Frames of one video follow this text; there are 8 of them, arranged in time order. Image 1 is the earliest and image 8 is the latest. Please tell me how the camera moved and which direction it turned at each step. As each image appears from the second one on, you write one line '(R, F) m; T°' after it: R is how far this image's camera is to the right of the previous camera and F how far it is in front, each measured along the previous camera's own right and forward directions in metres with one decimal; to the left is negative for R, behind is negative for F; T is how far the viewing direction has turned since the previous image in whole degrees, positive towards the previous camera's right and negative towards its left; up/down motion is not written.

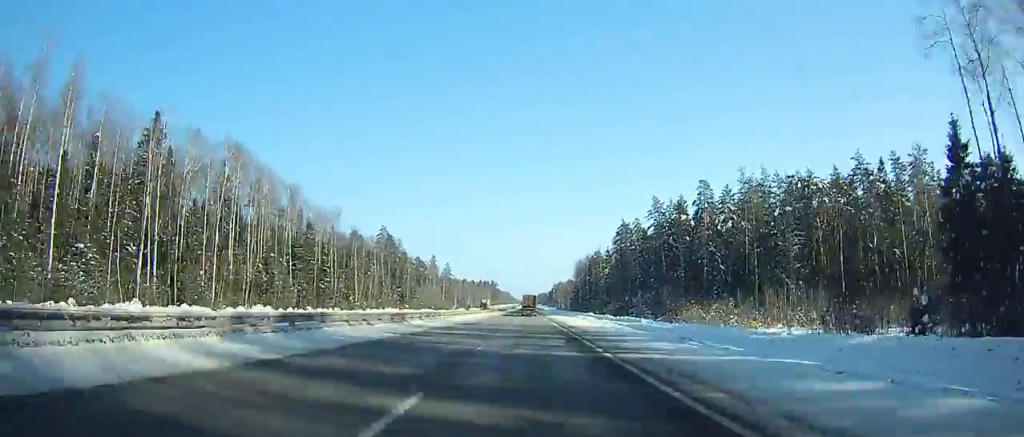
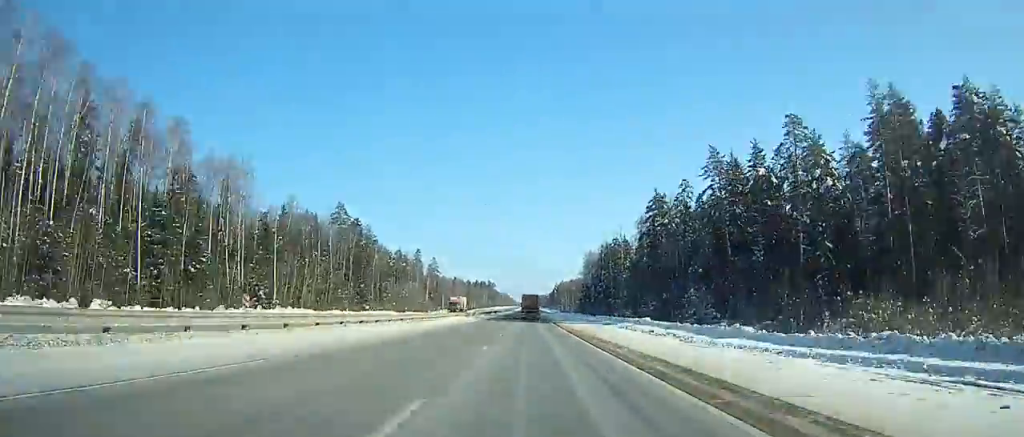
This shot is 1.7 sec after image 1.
(0.0, +48.5) m; -1°
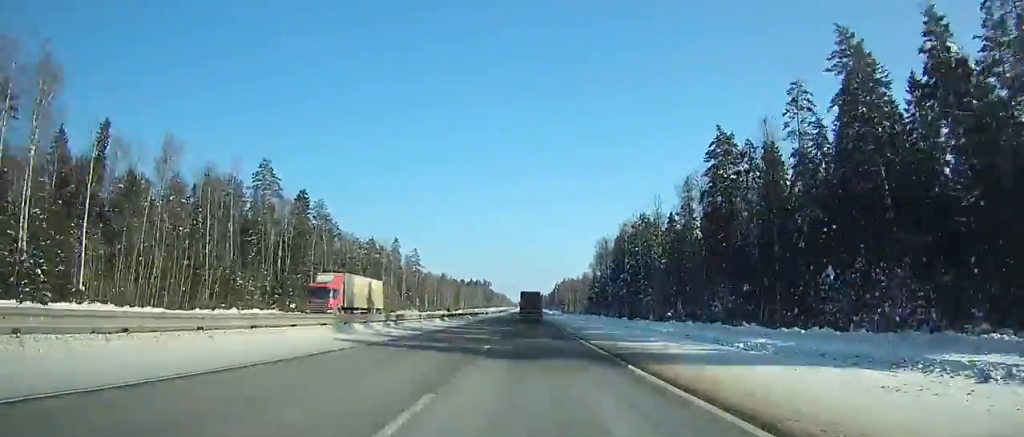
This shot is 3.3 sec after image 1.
(-0.6, +50.0) m; -1°
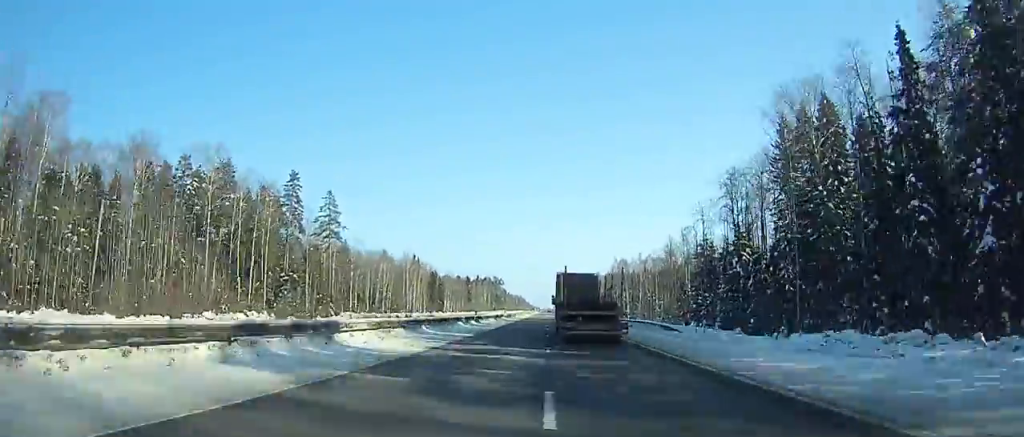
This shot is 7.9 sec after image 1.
(-1.4, +145.0) m; -1°
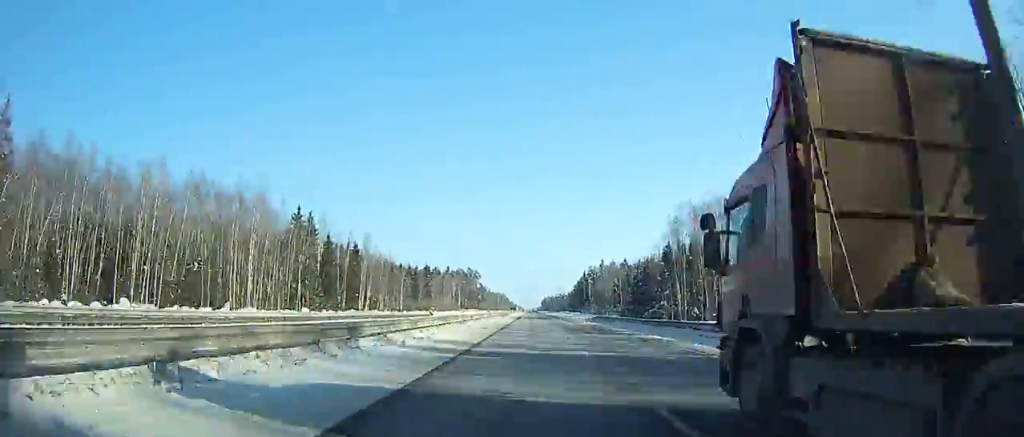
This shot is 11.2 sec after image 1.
(+0.1, +102.2) m; +1°
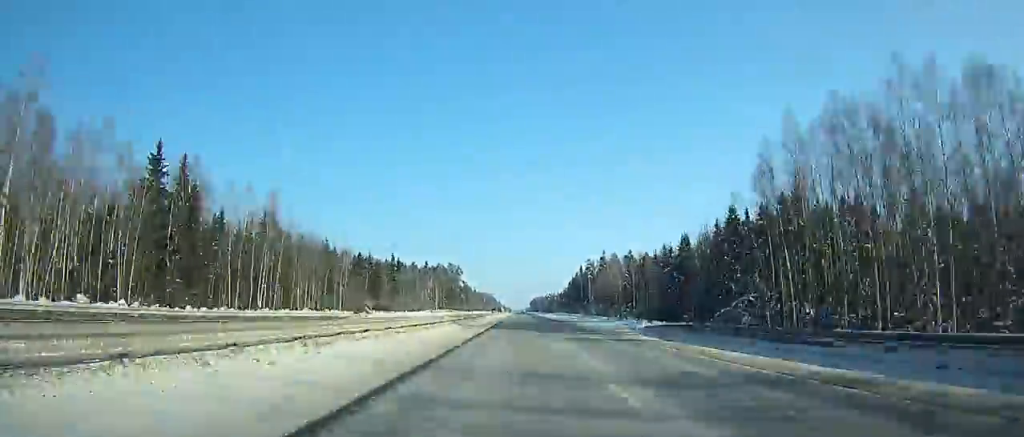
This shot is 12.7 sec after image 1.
(+0.2, +45.9) m; +1°
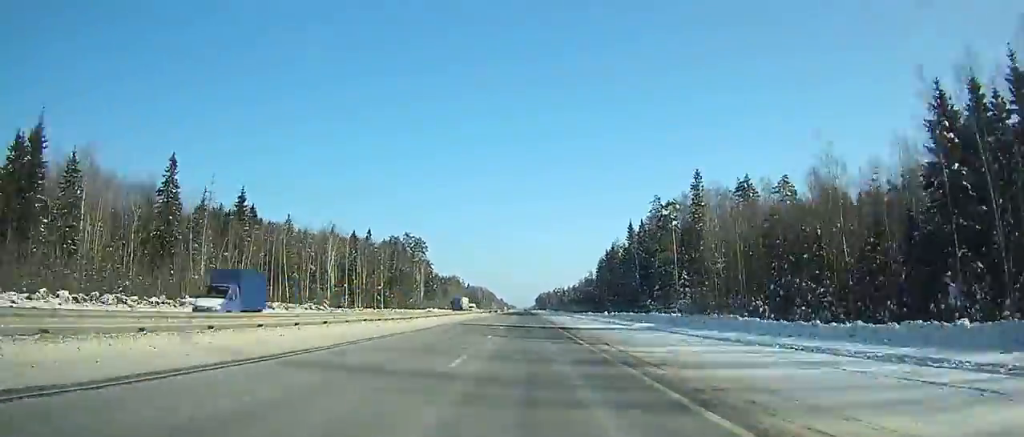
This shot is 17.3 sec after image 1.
(+1.7, +138.5) m; 0°
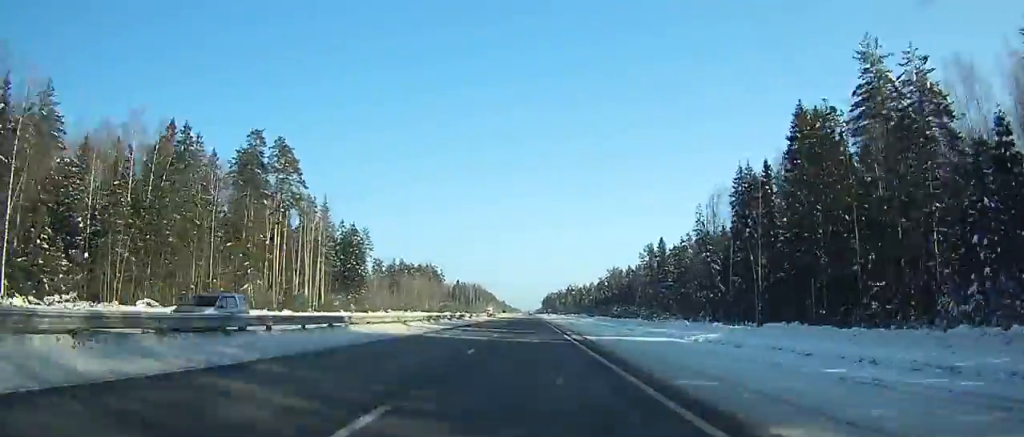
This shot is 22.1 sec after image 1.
(-0.9, +141.9) m; -1°
